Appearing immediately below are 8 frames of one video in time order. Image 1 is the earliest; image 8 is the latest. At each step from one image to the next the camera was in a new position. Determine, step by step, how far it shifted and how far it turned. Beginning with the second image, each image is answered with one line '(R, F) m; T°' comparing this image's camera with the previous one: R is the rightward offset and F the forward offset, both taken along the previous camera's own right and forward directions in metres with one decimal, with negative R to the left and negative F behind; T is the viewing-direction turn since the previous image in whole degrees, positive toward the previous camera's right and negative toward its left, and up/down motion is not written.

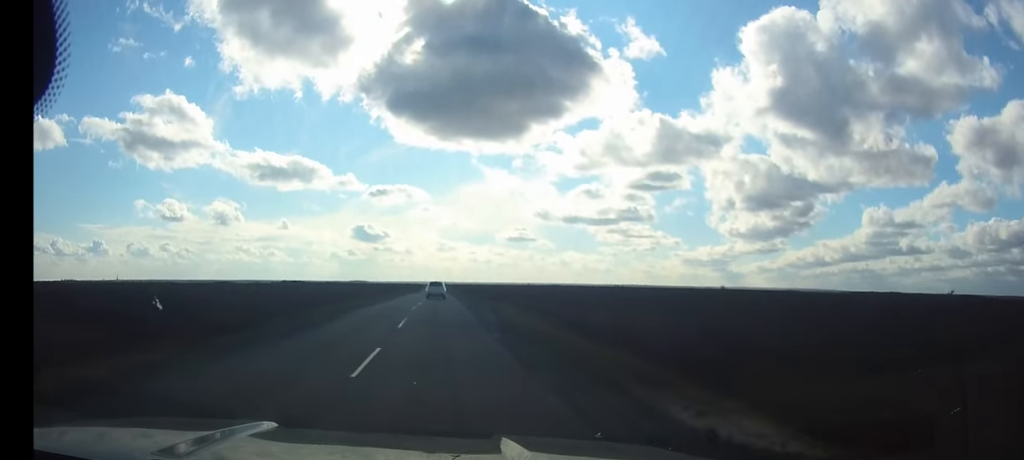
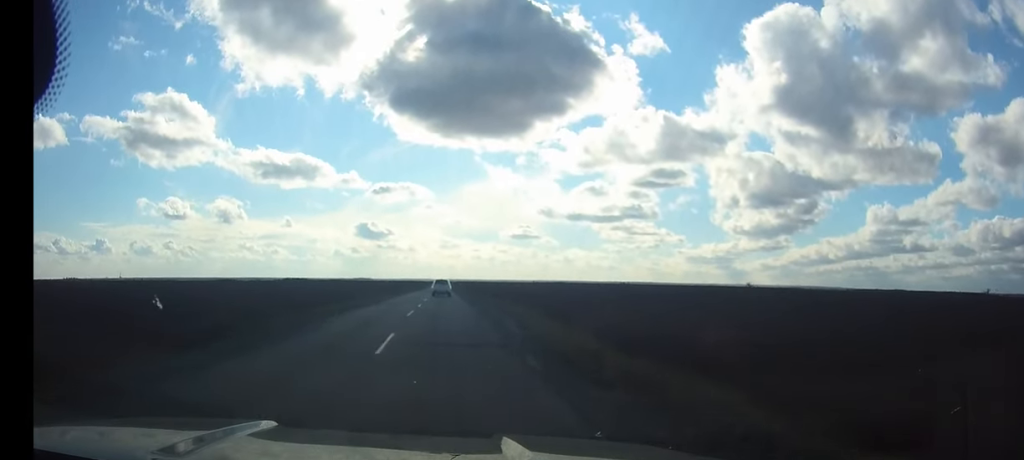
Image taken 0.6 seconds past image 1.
(0.0, +8.6) m; 0°
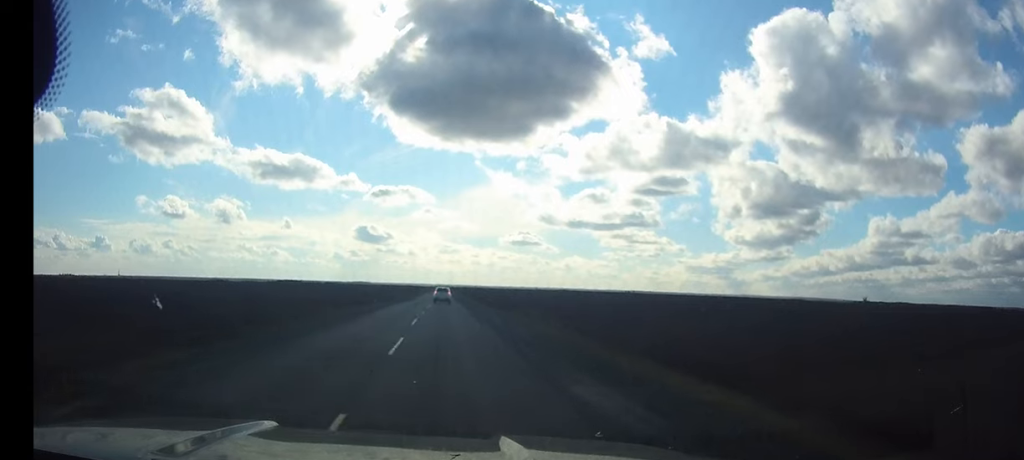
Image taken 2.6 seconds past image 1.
(0.0, +31.9) m; 0°
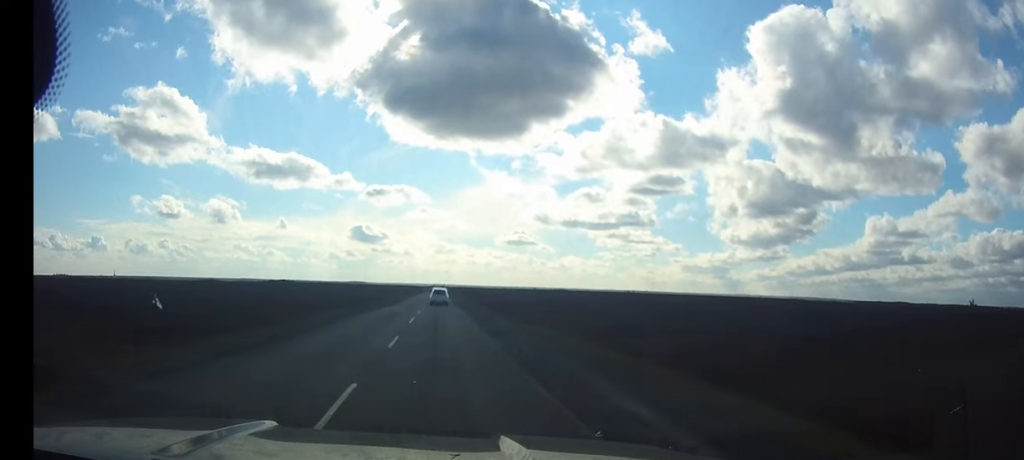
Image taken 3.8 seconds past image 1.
(+0.1, +20.2) m; +1°
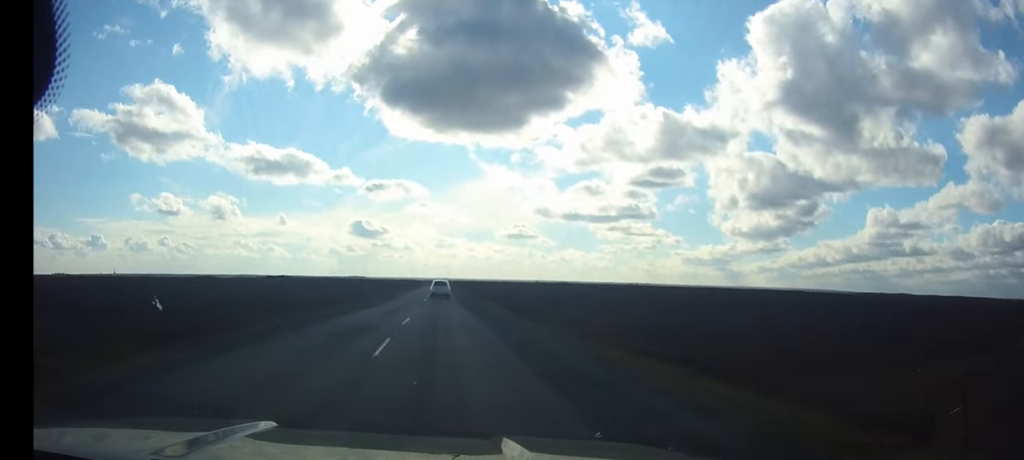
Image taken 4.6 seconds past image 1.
(+0.1, +14.1) m; 0°
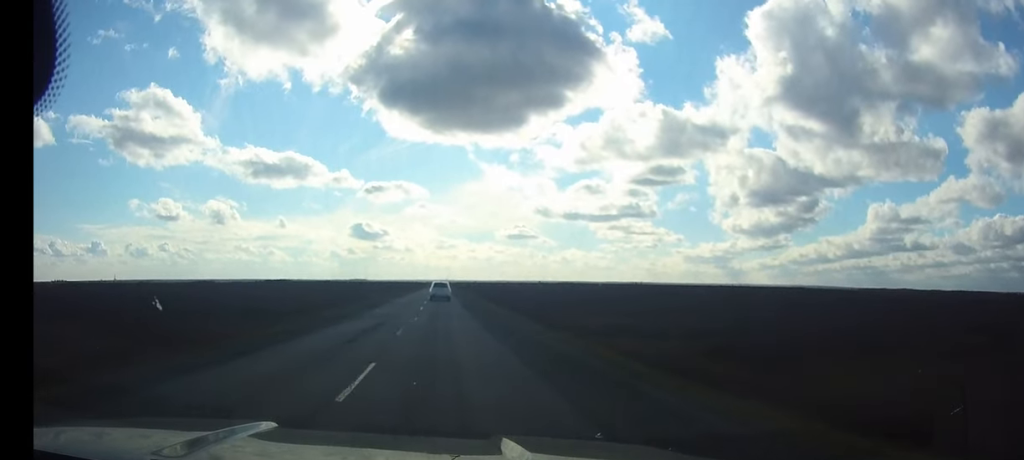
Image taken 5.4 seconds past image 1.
(0.0, +12.5) m; 0°
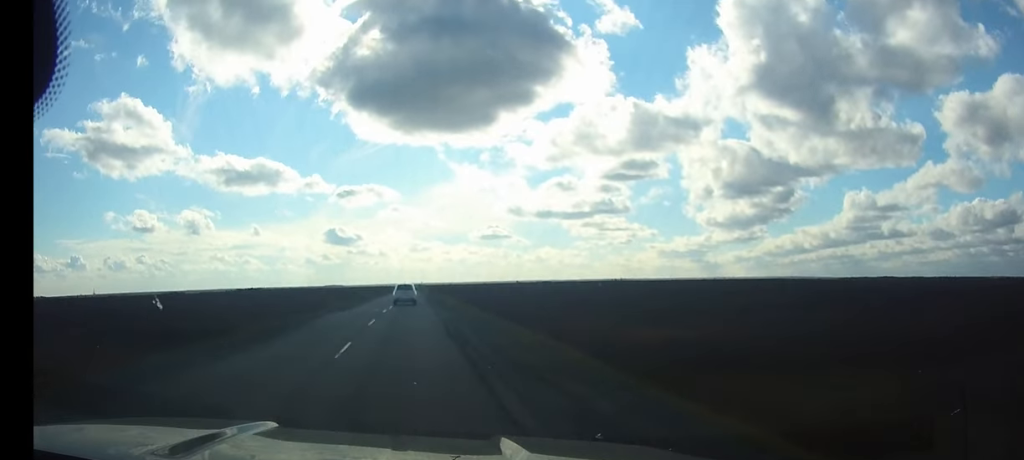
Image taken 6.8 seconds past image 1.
(0.0, +22.2) m; -1°
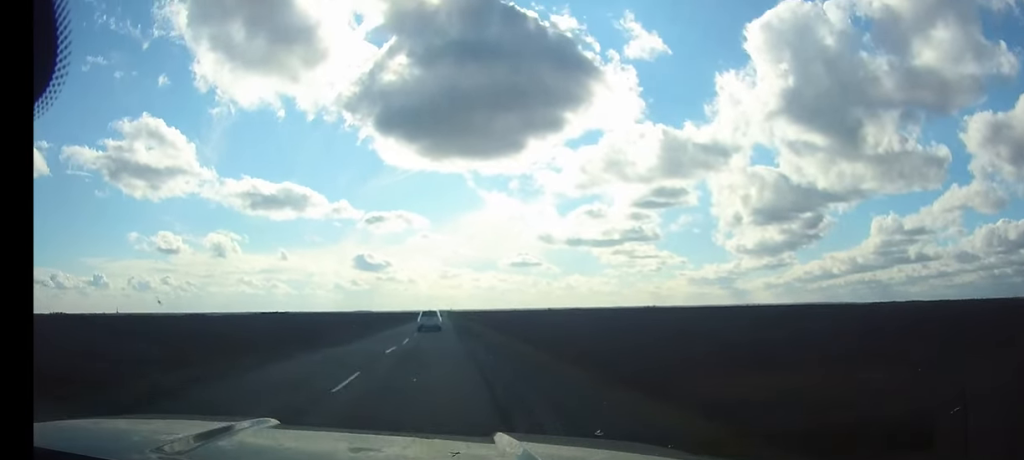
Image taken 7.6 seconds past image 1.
(-0.2, +12.4) m; 0°
